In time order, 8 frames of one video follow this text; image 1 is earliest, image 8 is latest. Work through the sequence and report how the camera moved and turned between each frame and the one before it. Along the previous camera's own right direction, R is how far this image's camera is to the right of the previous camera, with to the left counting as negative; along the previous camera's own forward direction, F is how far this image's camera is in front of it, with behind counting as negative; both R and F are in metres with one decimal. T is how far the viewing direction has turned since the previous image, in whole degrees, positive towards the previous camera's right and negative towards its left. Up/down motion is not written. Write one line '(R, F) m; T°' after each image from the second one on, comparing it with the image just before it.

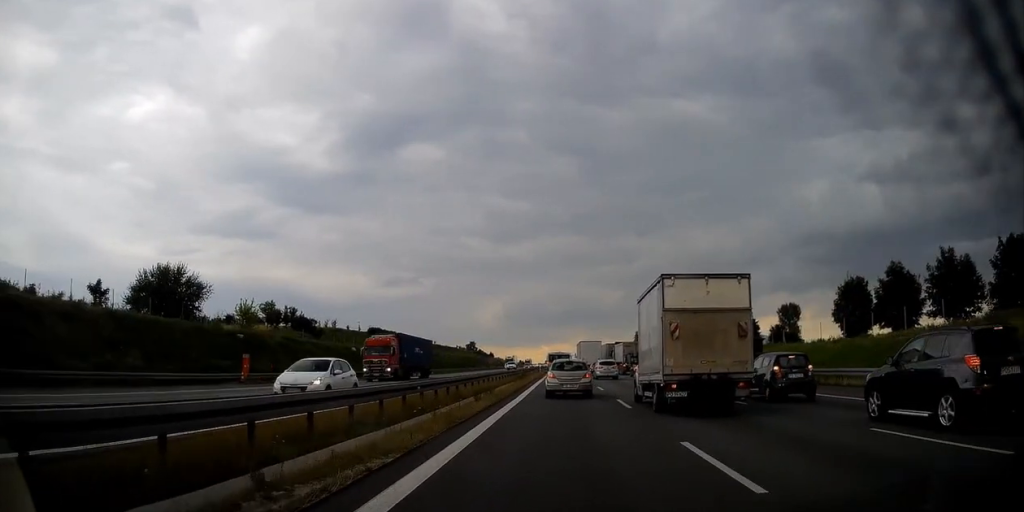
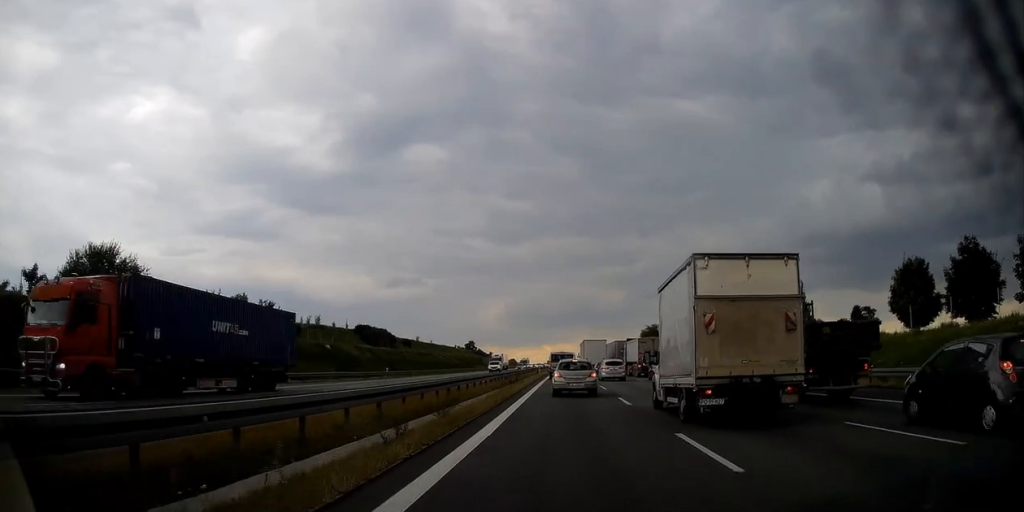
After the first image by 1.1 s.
(-0.1, +10.6) m; +2°
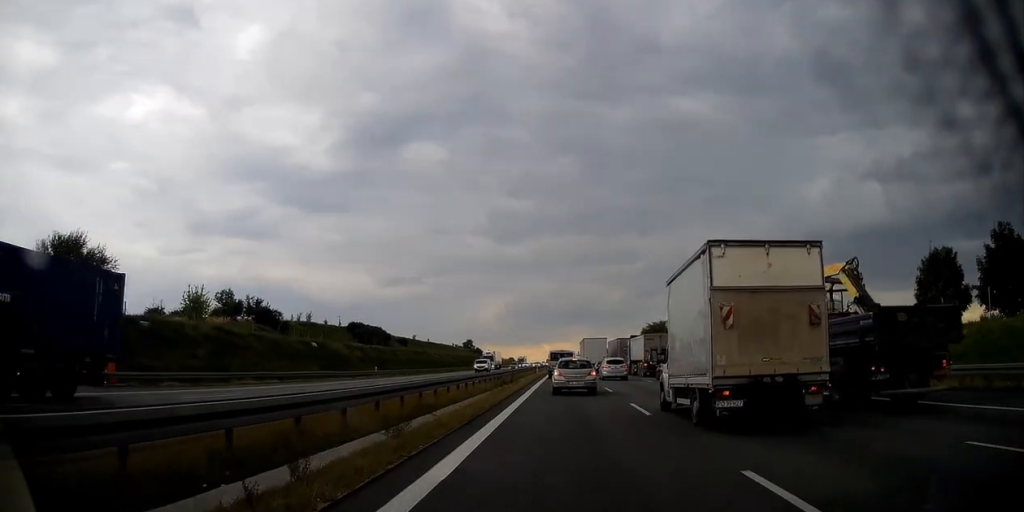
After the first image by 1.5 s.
(+0.1, +4.1) m; 0°
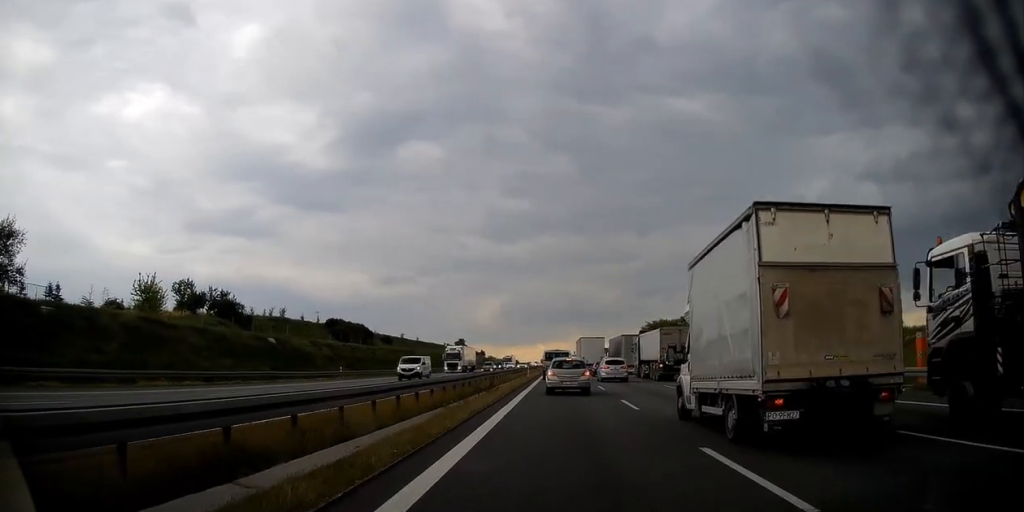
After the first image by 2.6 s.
(+0.1, +10.1) m; -1°
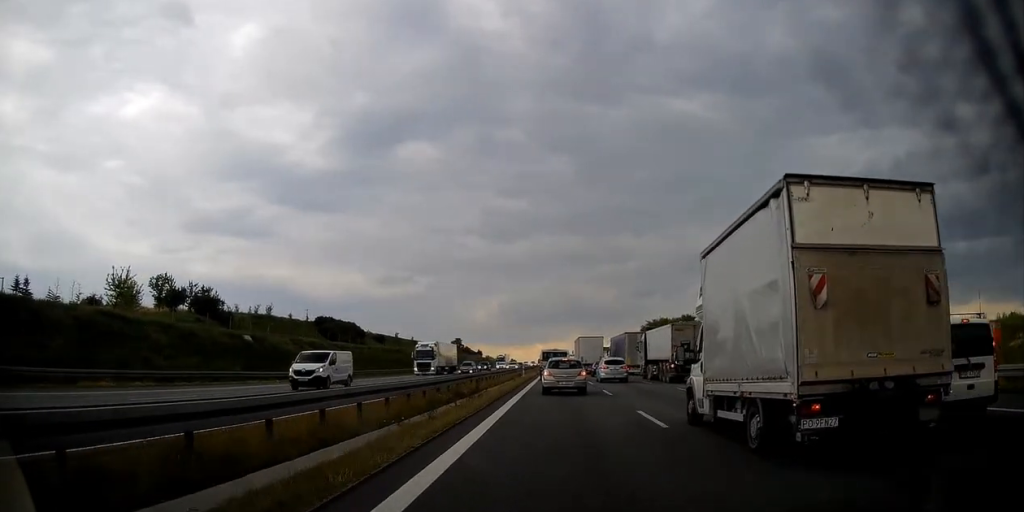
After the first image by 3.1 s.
(-0.1, +5.1) m; -1°
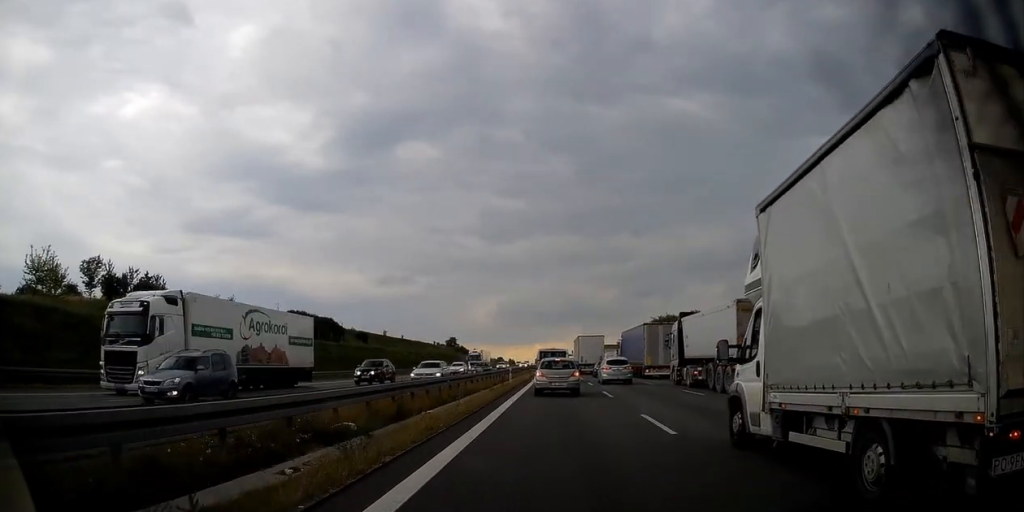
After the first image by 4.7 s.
(+0.1, +15.5) m; +2°
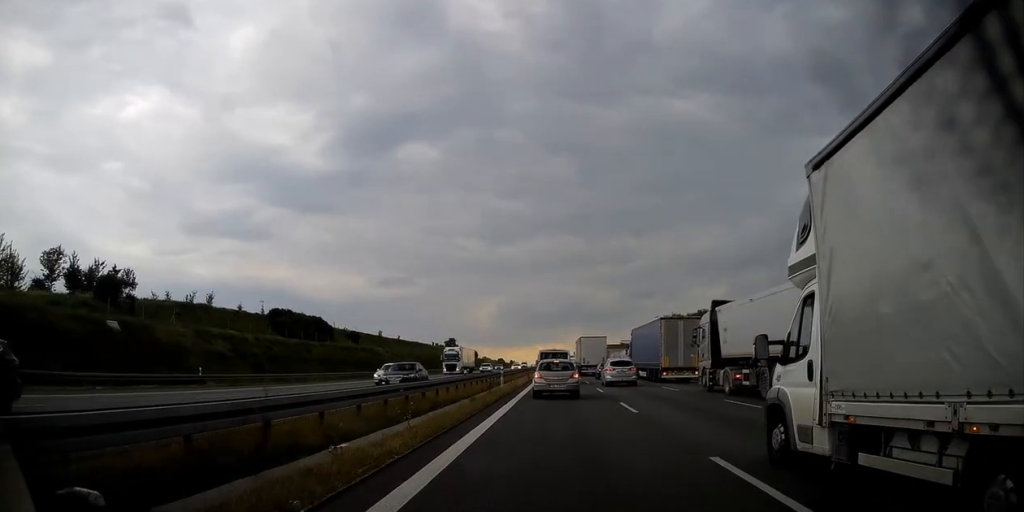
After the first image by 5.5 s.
(+0.1, +8.7) m; +1°
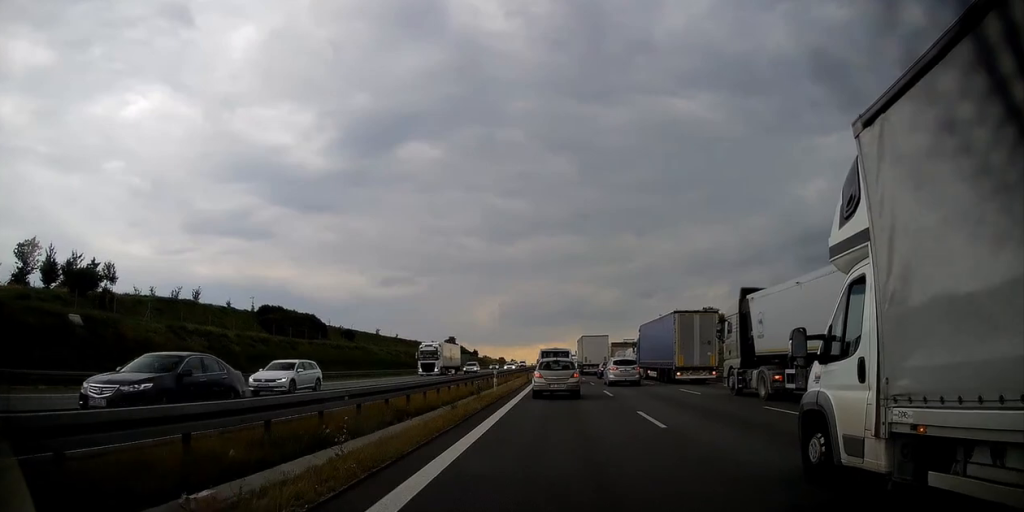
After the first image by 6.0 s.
(+0.1, +5.4) m; 0°
